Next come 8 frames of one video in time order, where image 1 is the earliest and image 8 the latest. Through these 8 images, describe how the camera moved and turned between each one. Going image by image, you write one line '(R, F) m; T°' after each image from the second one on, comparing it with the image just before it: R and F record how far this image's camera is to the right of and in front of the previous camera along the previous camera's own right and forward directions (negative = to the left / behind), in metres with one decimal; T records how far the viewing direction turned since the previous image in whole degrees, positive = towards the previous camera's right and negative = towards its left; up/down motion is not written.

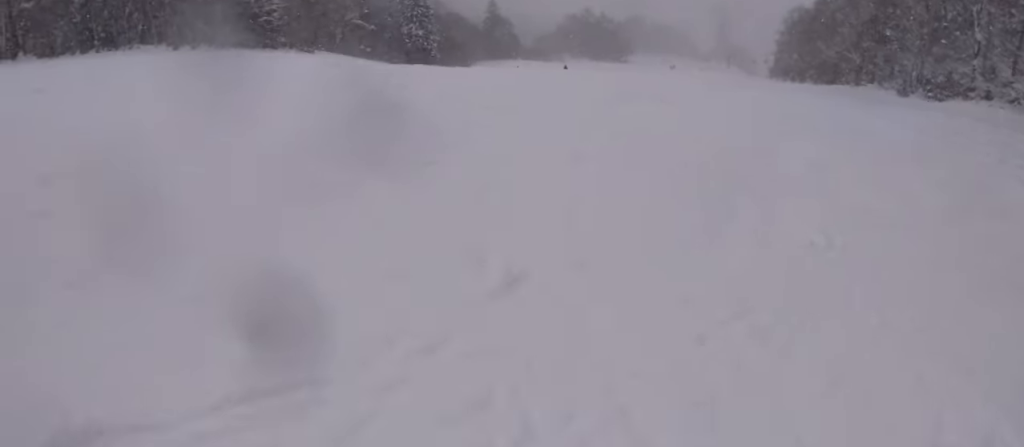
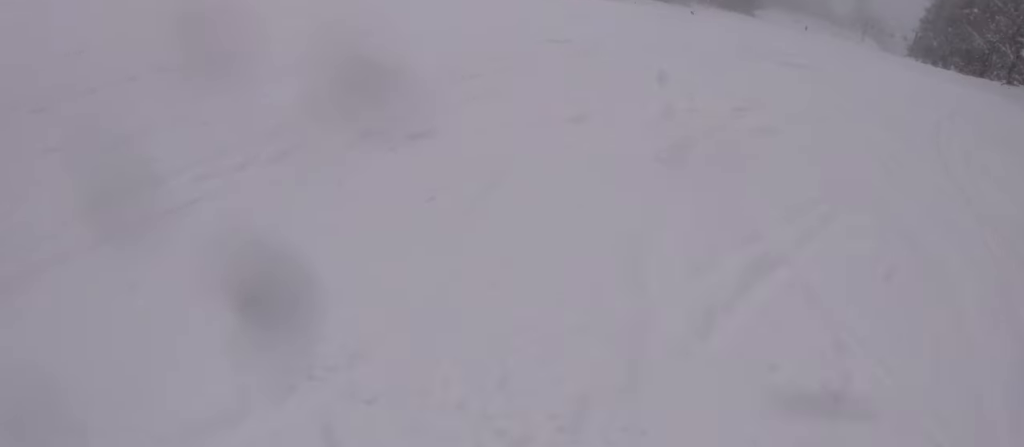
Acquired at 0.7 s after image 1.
(-1.0, +3.4) m; -16°
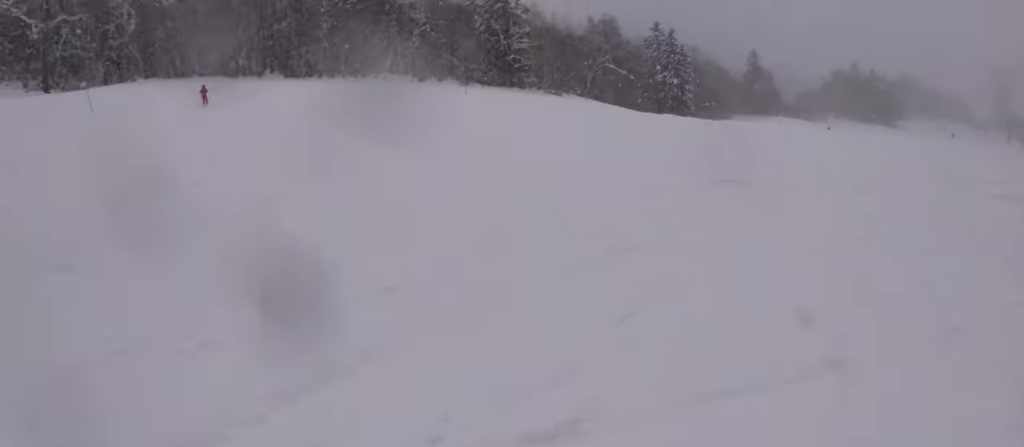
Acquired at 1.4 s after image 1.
(0.0, +3.2) m; 0°
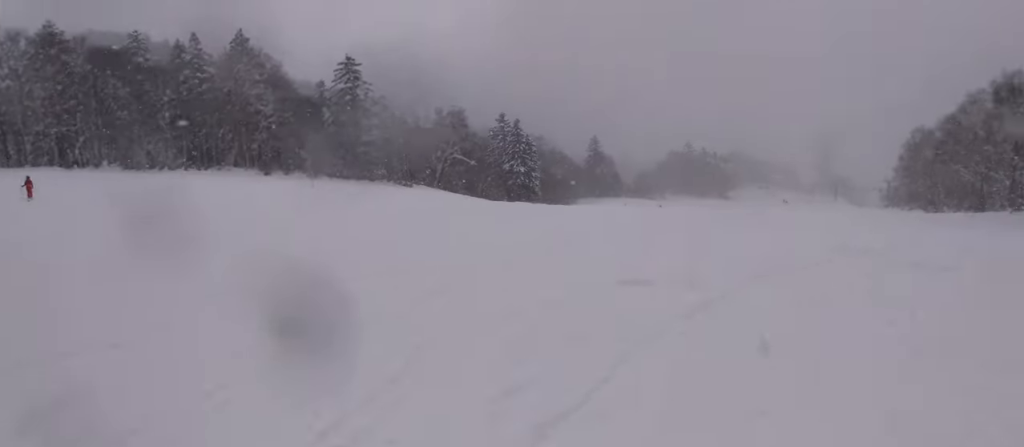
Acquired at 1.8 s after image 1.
(0.0, +2.3) m; +2°
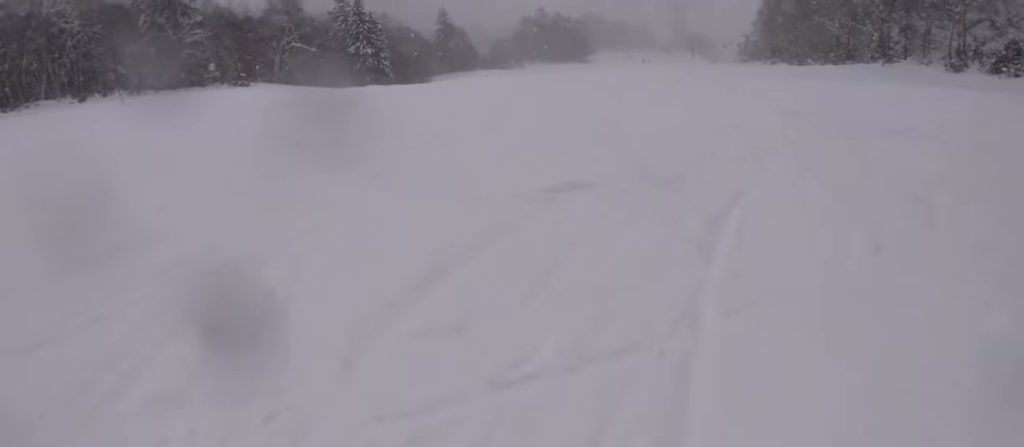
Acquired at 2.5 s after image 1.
(-0.1, +3.0) m; +15°
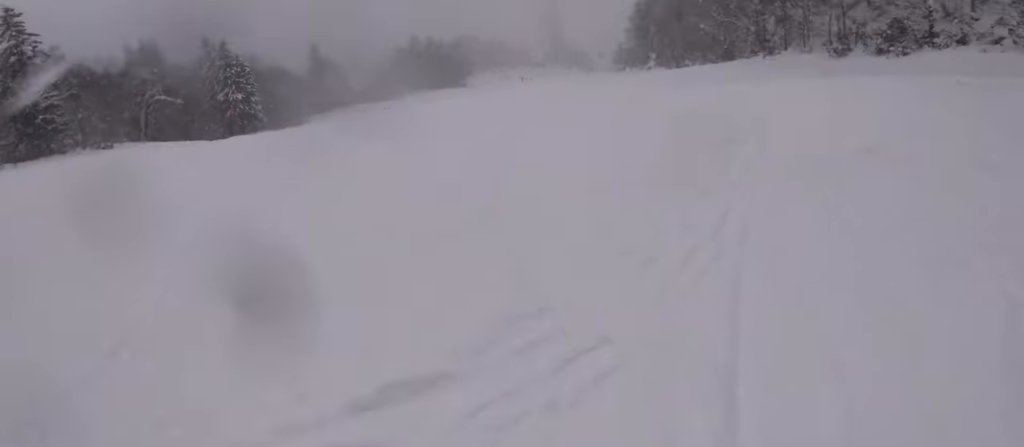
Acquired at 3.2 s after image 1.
(+0.5, +2.5) m; +6°
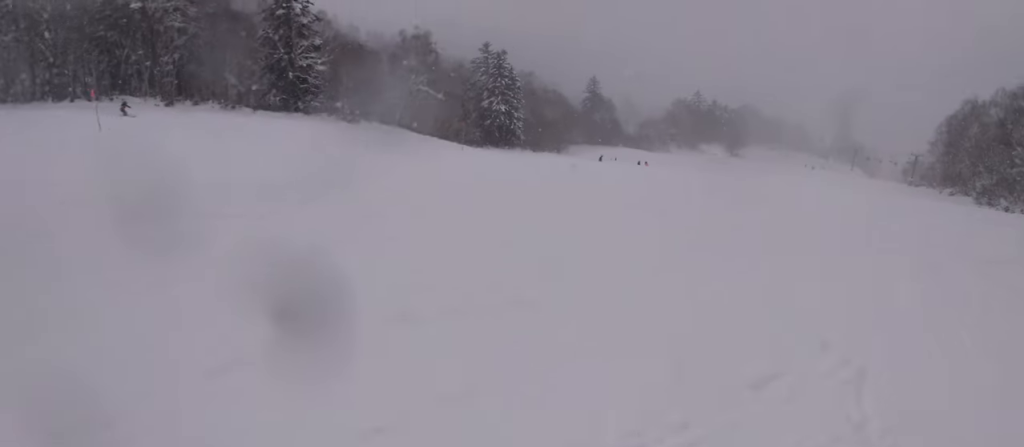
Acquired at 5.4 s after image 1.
(-1.7, +8.7) m; -19°
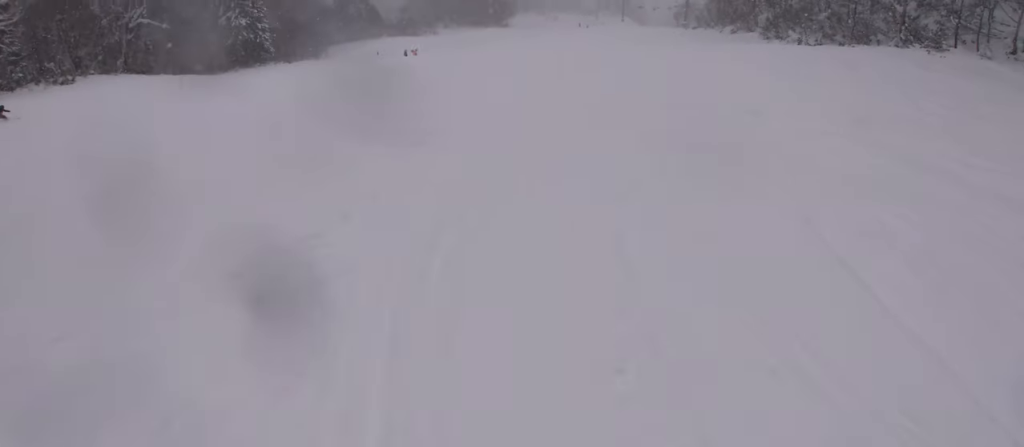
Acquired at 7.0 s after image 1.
(+1.0, +6.5) m; +22°
